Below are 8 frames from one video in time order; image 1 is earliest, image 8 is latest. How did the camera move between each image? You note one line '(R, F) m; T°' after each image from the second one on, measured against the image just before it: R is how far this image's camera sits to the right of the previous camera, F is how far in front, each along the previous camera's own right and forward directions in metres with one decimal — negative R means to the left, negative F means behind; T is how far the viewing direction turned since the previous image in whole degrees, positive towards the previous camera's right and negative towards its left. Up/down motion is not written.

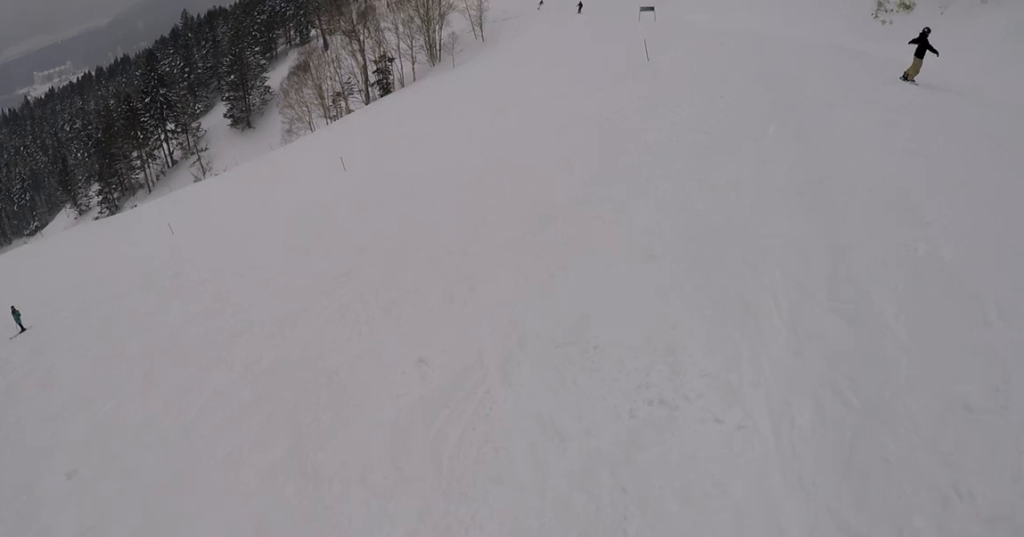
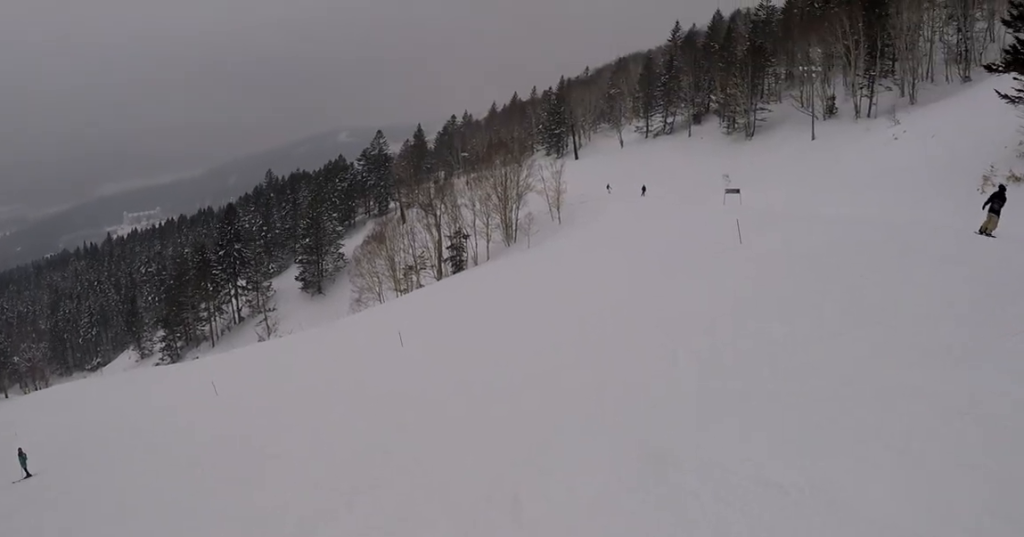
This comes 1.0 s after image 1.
(0.0, +4.5) m; 0°
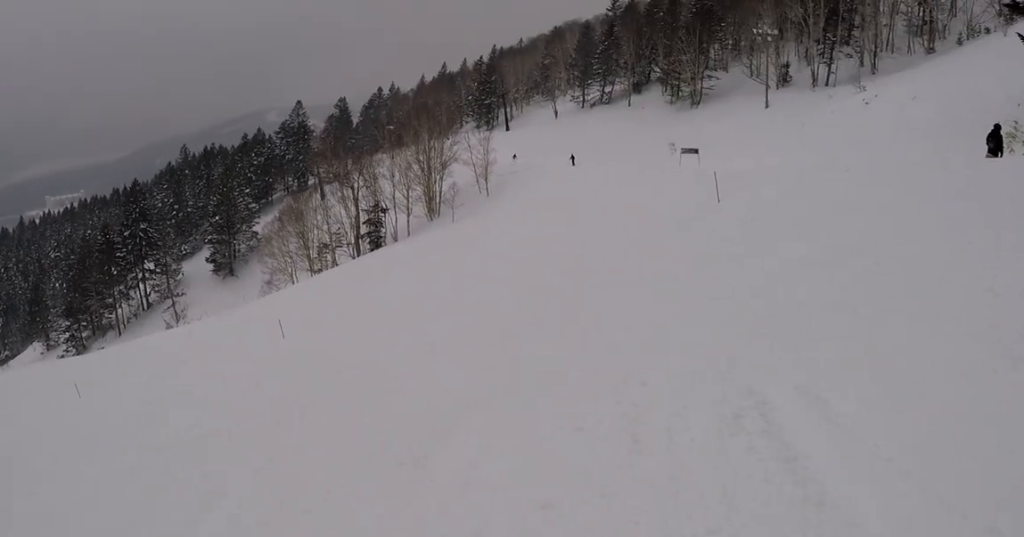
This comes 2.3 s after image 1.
(0.0, +6.6) m; +7°
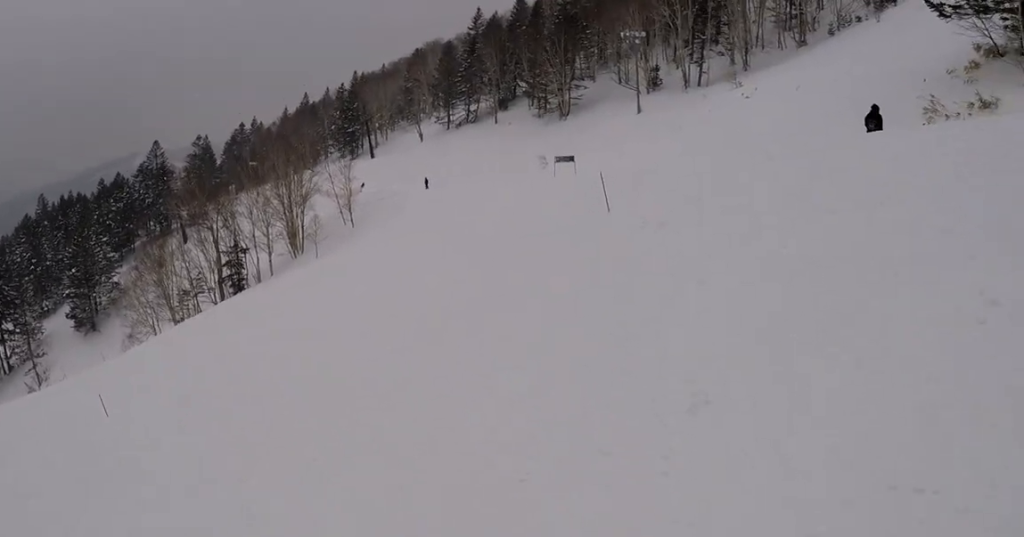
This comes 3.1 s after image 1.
(0.0, +3.9) m; +7°
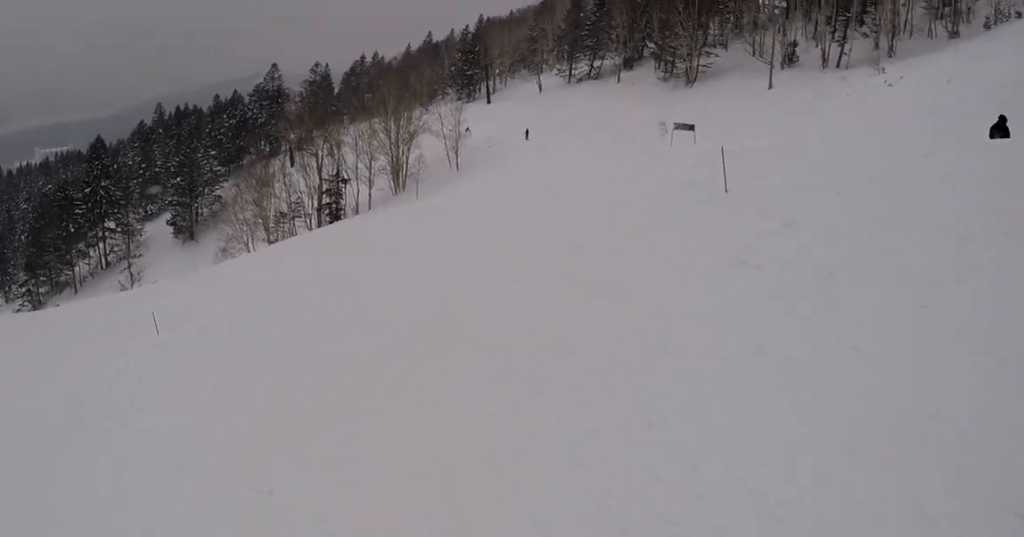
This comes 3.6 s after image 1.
(+0.9, +2.1) m; -9°
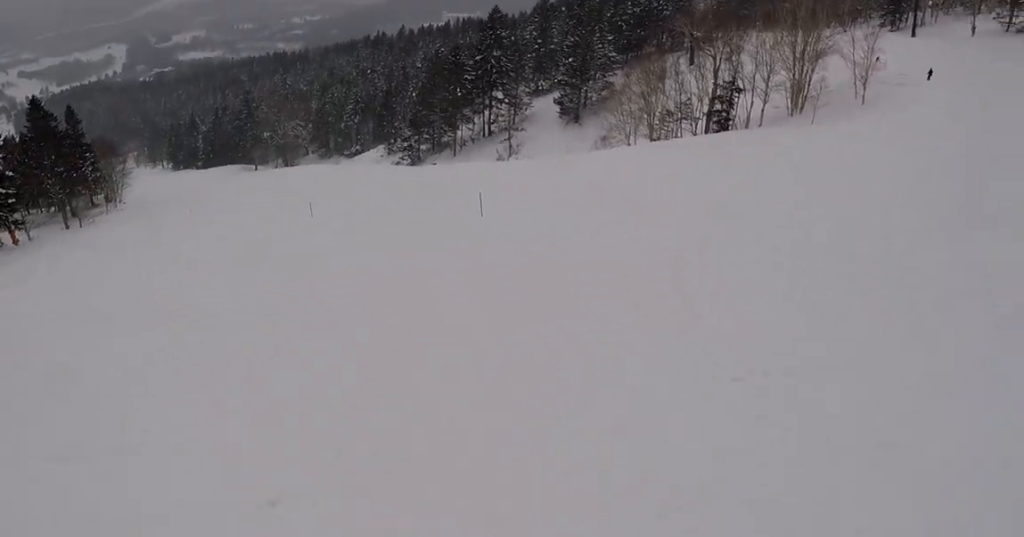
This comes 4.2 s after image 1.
(-0.1, +2.4) m; -23°
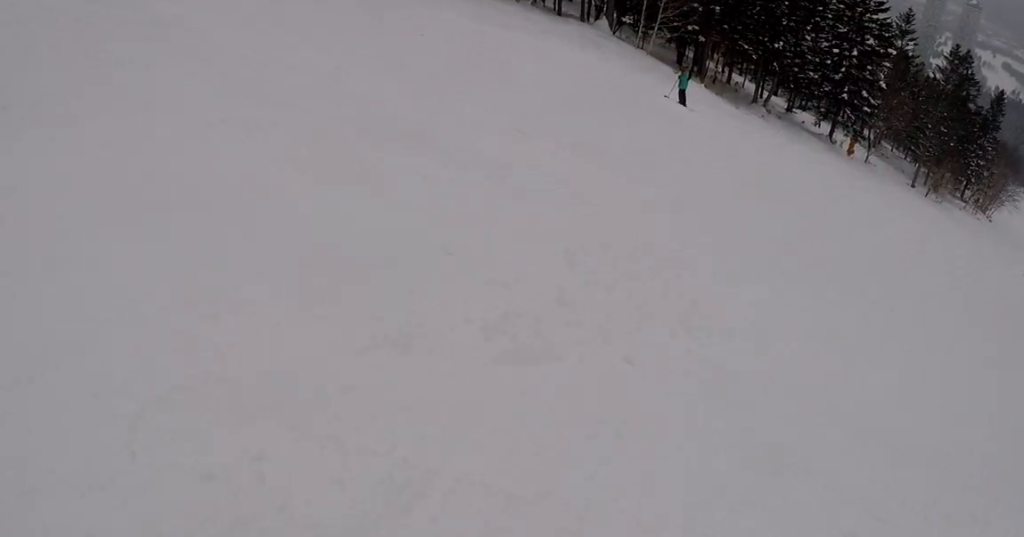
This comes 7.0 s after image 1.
(-11.0, +4.1) m; -107°
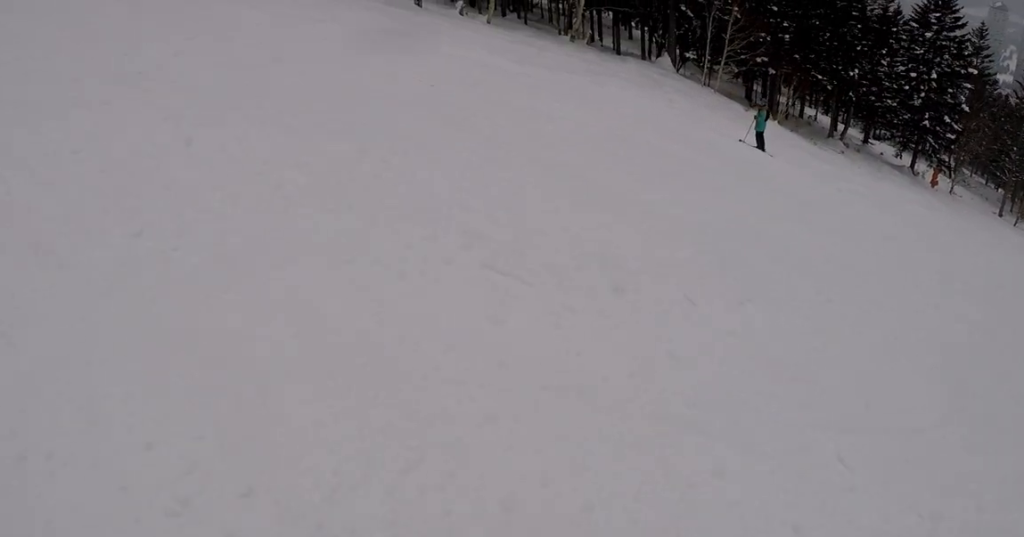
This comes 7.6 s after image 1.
(-0.1, +2.7) m; -8°
